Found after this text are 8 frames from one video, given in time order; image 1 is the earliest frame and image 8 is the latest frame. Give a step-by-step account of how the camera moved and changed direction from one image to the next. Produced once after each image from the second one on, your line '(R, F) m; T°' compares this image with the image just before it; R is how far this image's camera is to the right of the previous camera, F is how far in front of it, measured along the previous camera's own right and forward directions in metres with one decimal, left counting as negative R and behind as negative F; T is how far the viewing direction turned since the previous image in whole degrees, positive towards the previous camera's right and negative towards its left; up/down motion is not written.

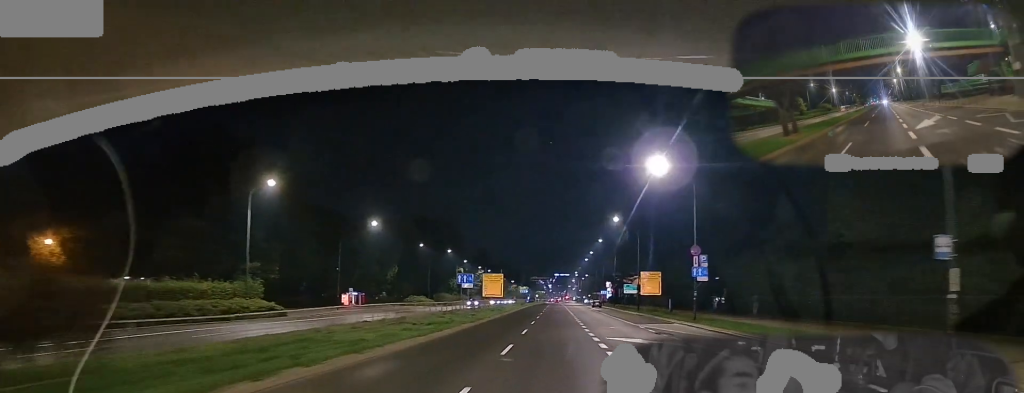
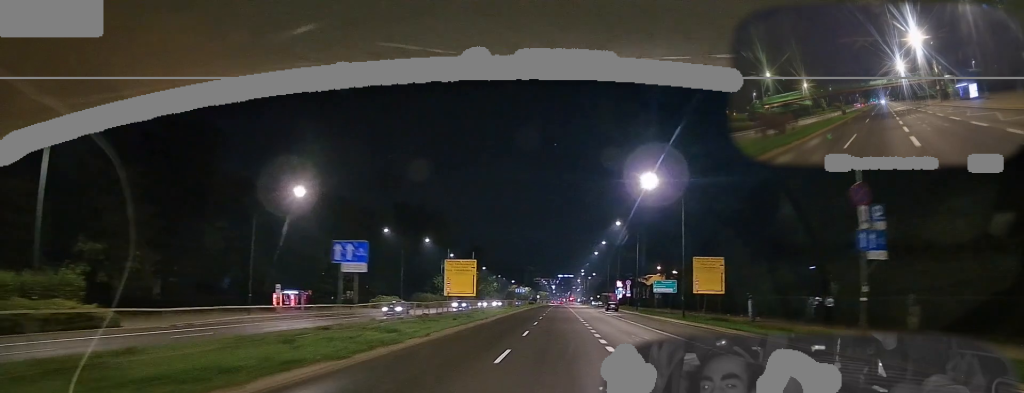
(-0.3, +26.1) m; -1°
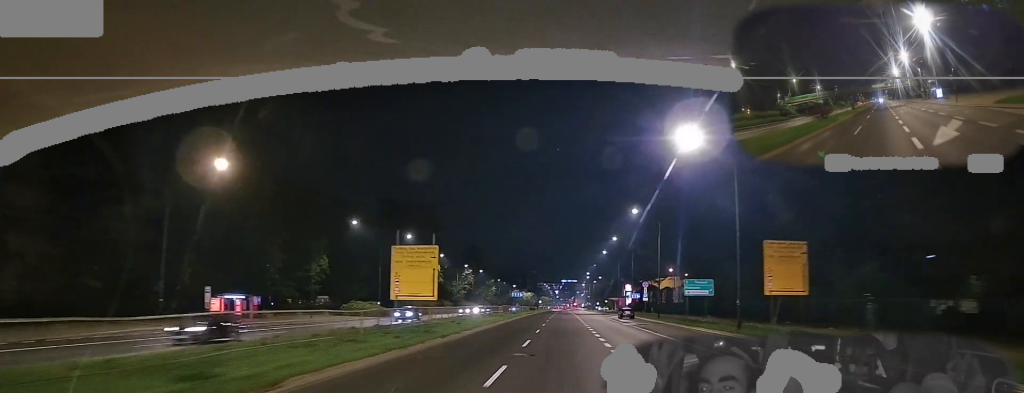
(0.0, +15.2) m; 0°
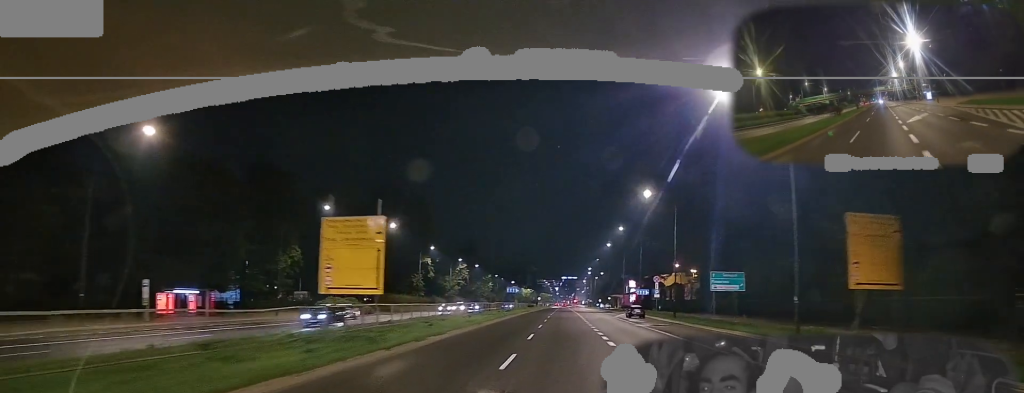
(+0.2, +9.2) m; -1°
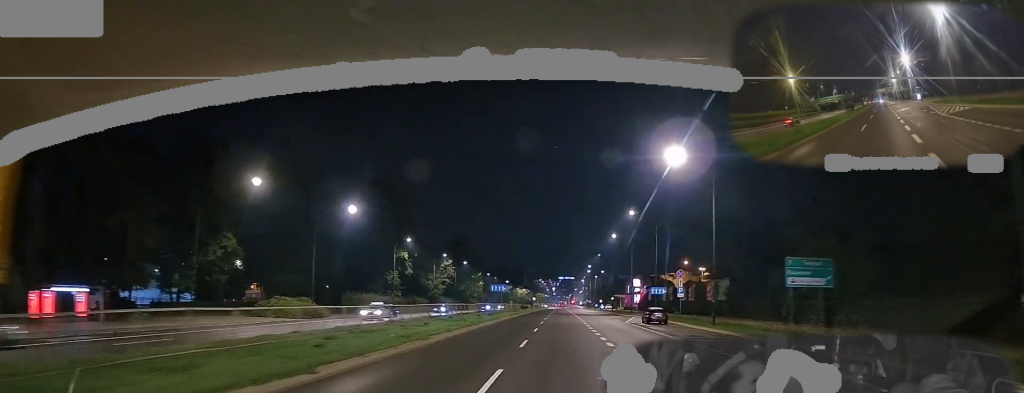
(-0.4, +15.7) m; 0°
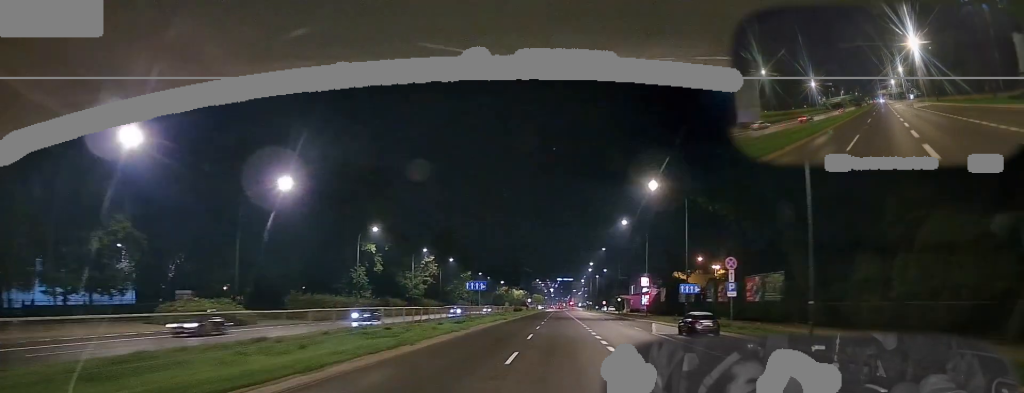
(+0.3, +17.2) m; +1°
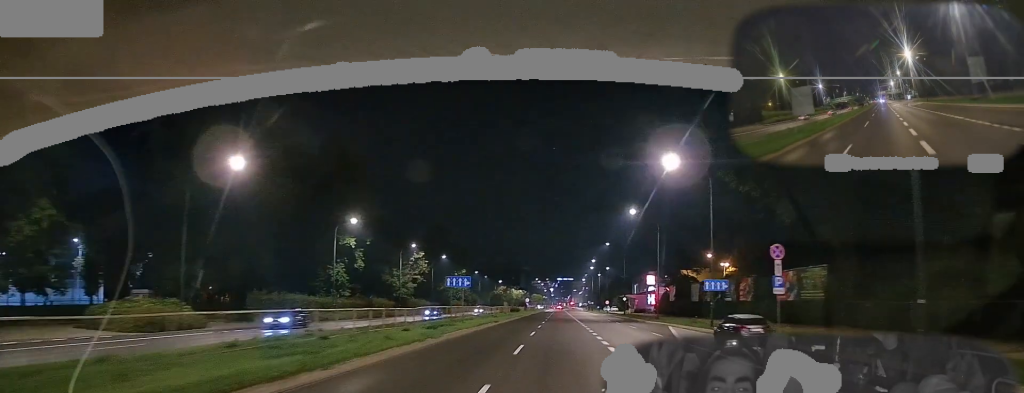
(-0.1, +8.6) m; 0°
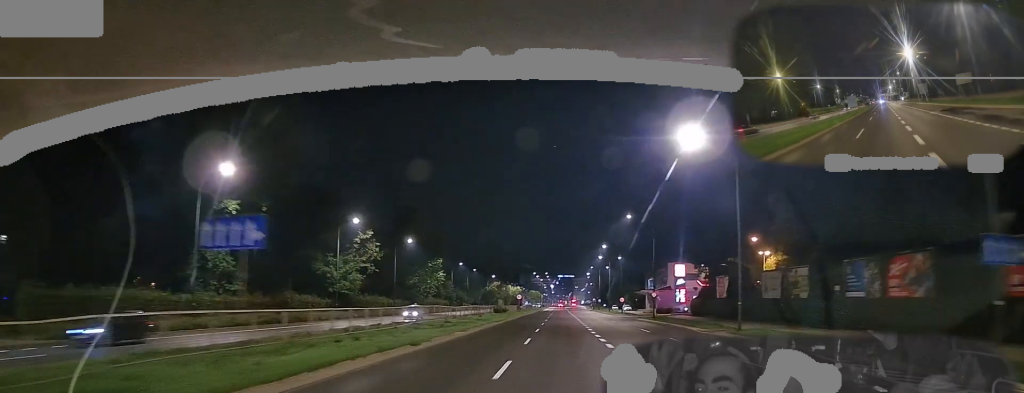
(-0.2, +29.7) m; 0°
